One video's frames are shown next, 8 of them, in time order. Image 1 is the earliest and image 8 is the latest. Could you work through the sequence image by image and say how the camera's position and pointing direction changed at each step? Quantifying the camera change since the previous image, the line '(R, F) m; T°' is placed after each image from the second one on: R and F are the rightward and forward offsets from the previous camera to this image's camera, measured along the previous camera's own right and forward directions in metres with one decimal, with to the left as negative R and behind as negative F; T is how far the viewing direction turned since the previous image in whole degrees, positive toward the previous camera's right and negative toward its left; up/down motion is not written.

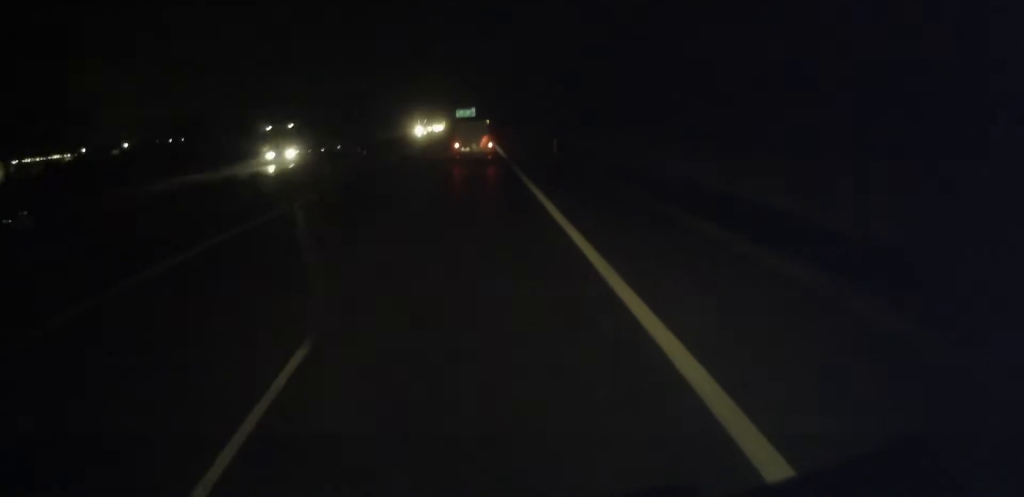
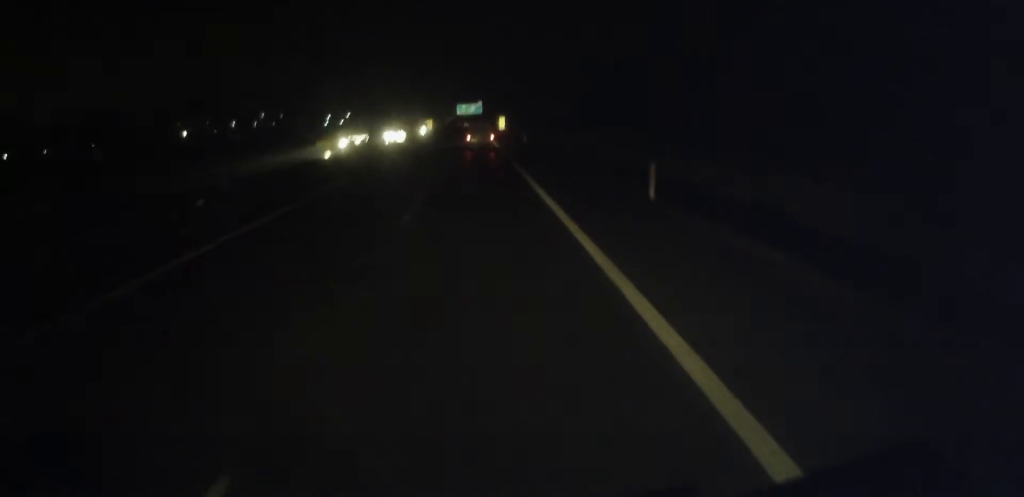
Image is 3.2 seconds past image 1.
(-0.6, +75.0) m; 0°
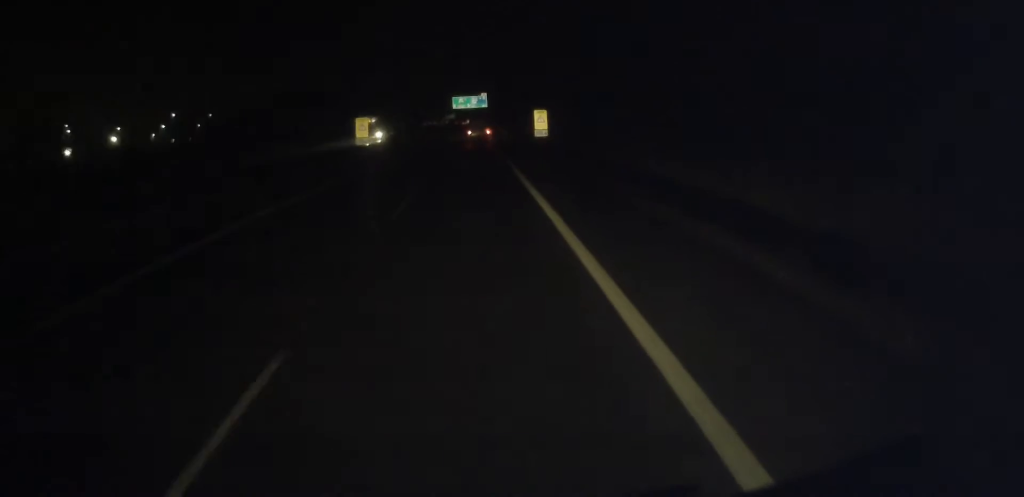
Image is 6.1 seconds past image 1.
(-0.1, +68.8) m; 0°
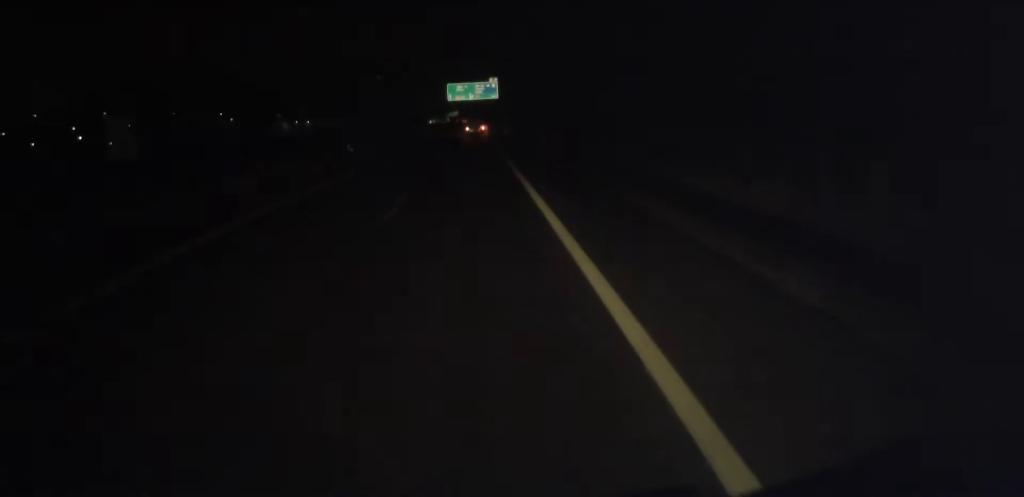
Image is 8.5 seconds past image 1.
(+0.3, +56.3) m; 0°
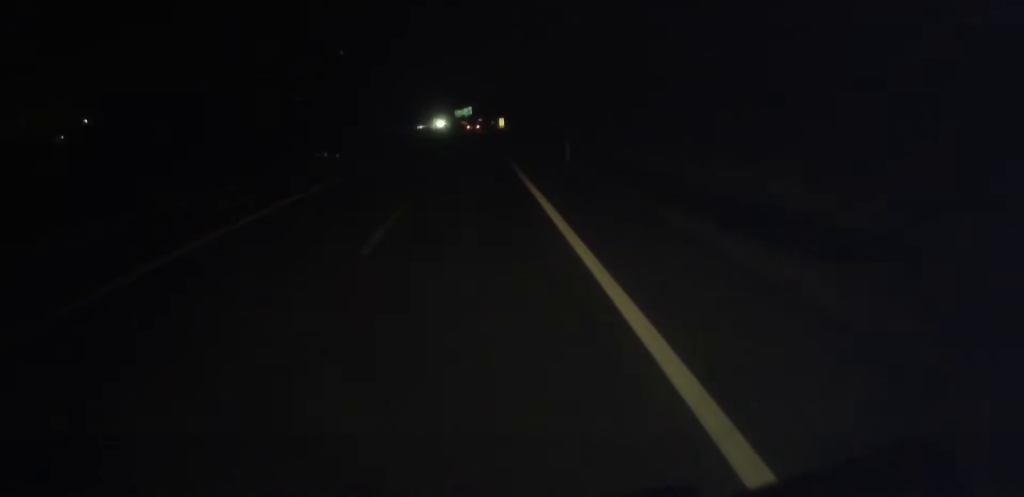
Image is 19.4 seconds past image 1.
(-4.3, +254.6) m; -2°
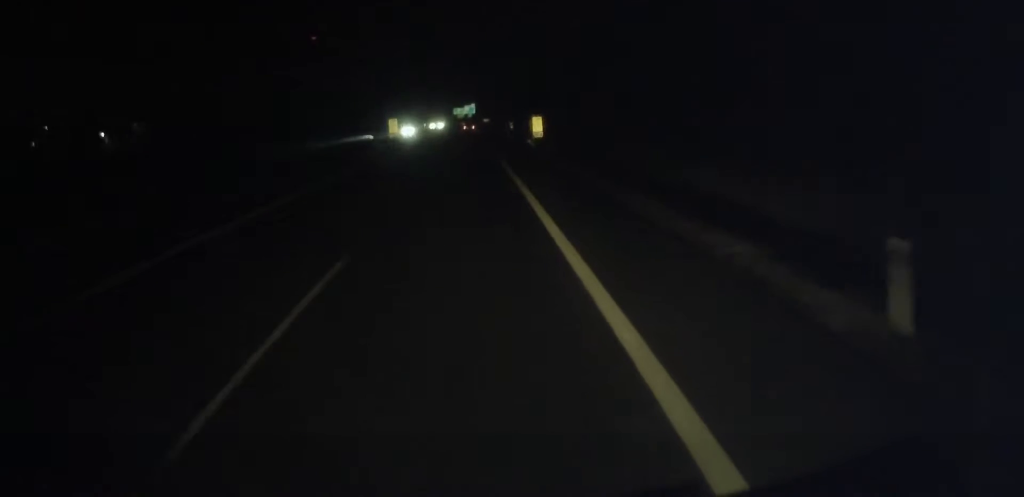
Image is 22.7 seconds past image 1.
(-0.6, +78.8) m; -1°
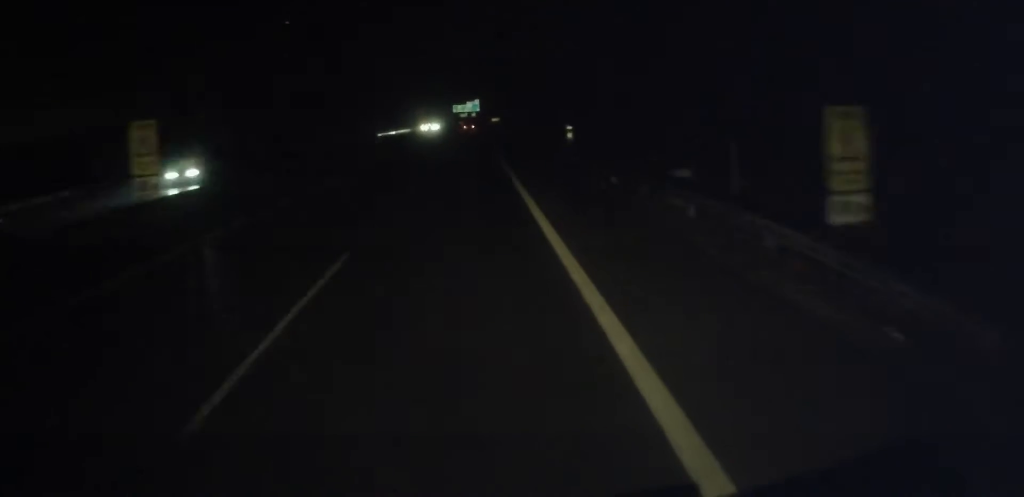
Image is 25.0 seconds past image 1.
(-0.2, +53.6) m; 0°
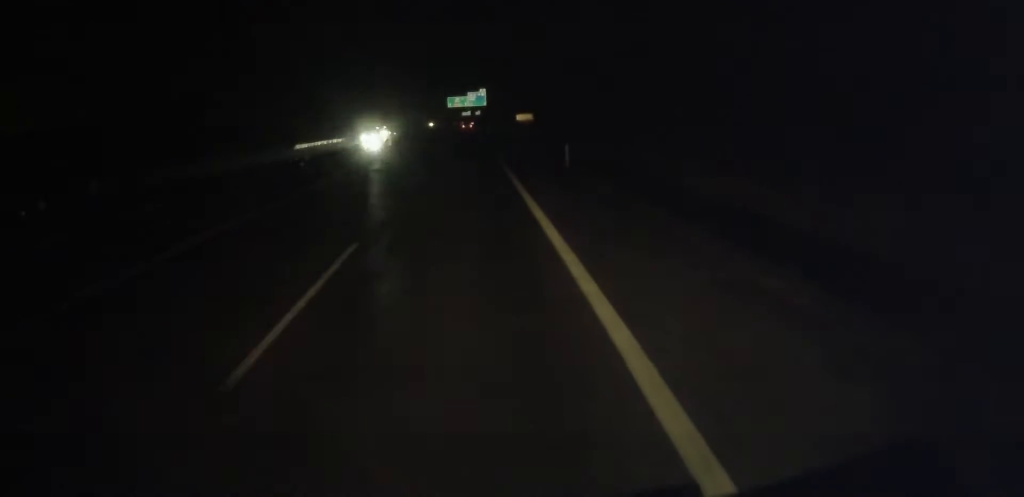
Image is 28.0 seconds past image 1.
(+0.2, +72.7) m; 0°
